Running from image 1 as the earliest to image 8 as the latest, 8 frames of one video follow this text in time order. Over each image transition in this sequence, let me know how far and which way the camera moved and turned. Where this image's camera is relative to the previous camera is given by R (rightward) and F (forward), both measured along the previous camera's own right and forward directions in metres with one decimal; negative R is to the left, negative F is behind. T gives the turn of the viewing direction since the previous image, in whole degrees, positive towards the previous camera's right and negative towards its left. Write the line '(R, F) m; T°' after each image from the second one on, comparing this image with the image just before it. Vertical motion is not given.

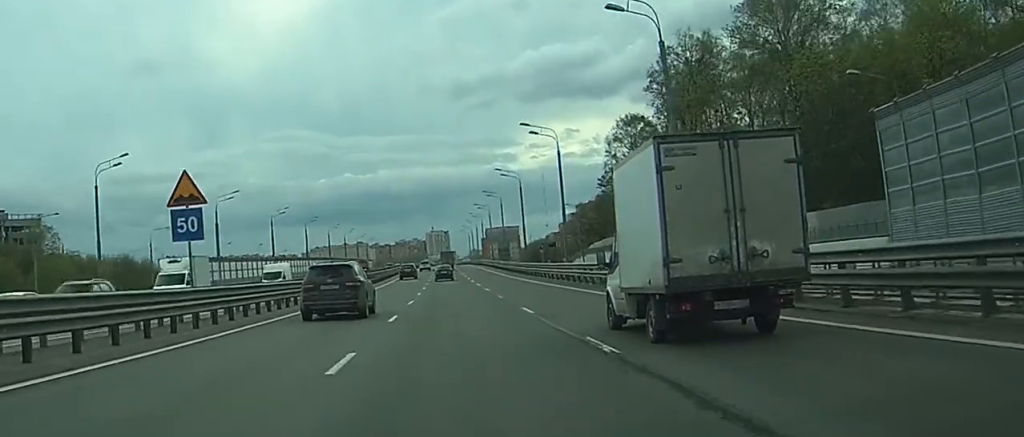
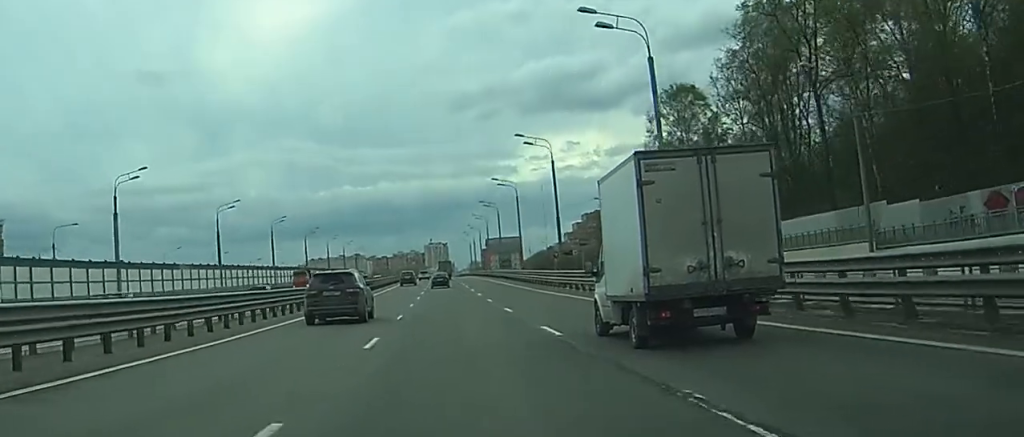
(0.0, +29.2) m; 0°
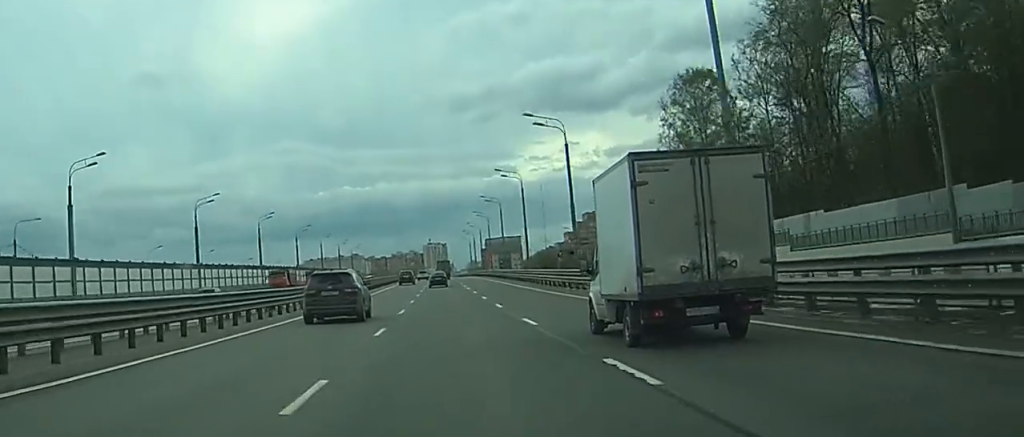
(0.0, +8.0) m; 0°
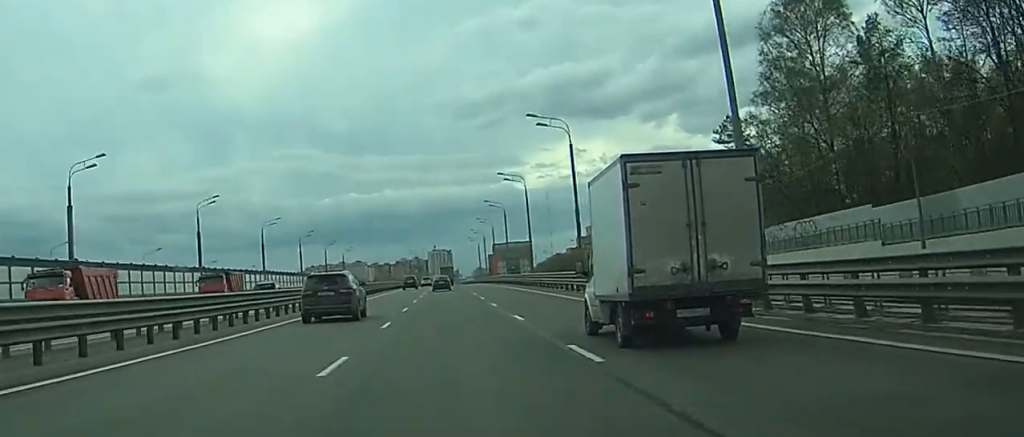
(+0.3, +30.8) m; +1°
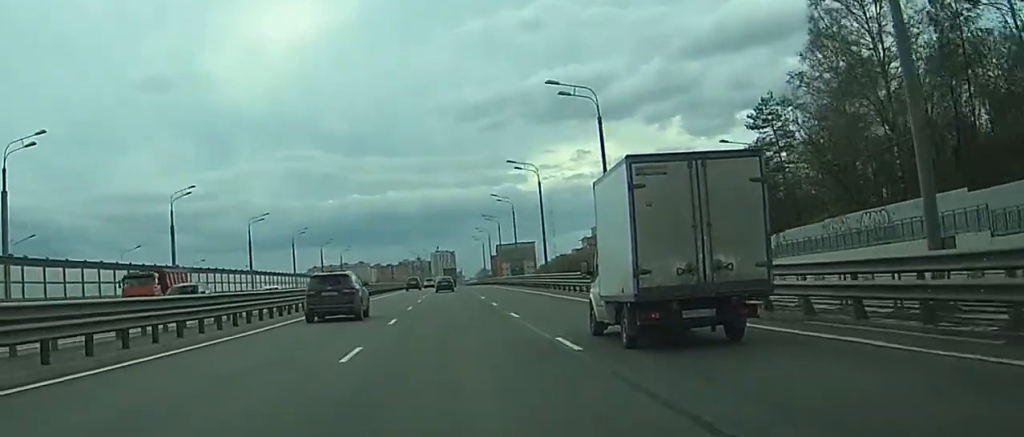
(0.0, +9.3) m; 0°
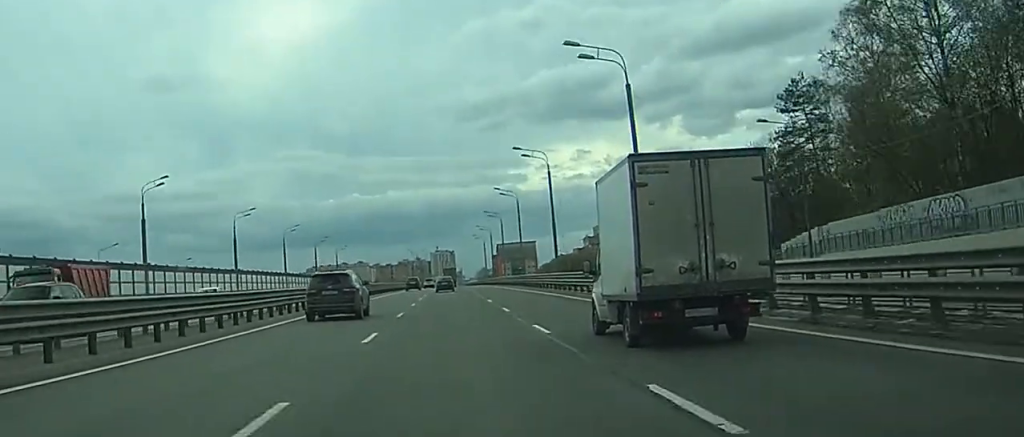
(0.0, +7.4) m; 0°
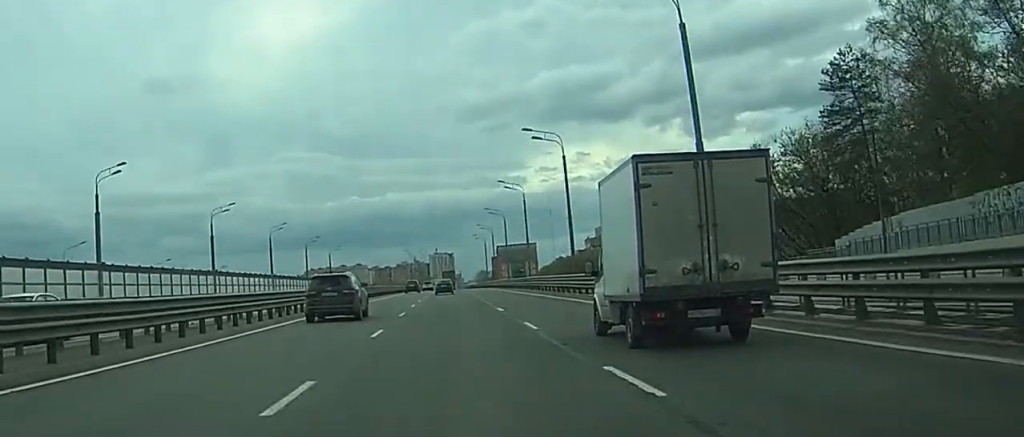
(0.0, +9.3) m; 0°
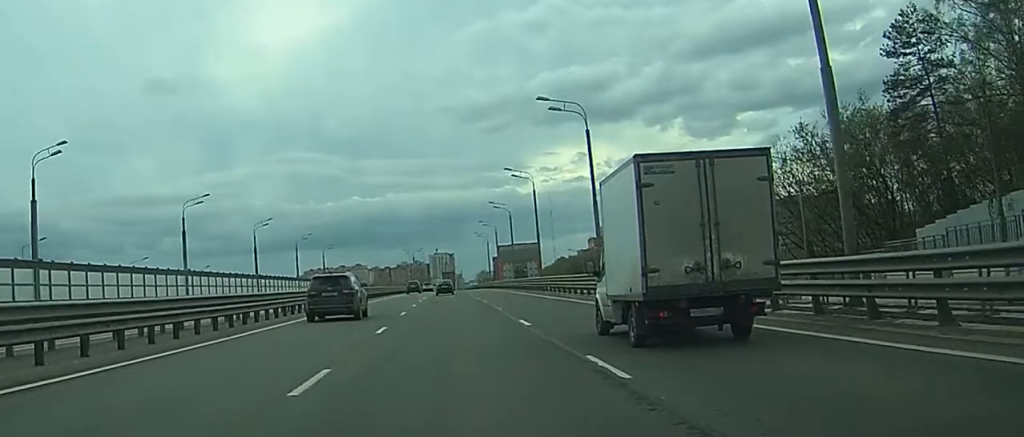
(0.0, +9.9) m; 0°
